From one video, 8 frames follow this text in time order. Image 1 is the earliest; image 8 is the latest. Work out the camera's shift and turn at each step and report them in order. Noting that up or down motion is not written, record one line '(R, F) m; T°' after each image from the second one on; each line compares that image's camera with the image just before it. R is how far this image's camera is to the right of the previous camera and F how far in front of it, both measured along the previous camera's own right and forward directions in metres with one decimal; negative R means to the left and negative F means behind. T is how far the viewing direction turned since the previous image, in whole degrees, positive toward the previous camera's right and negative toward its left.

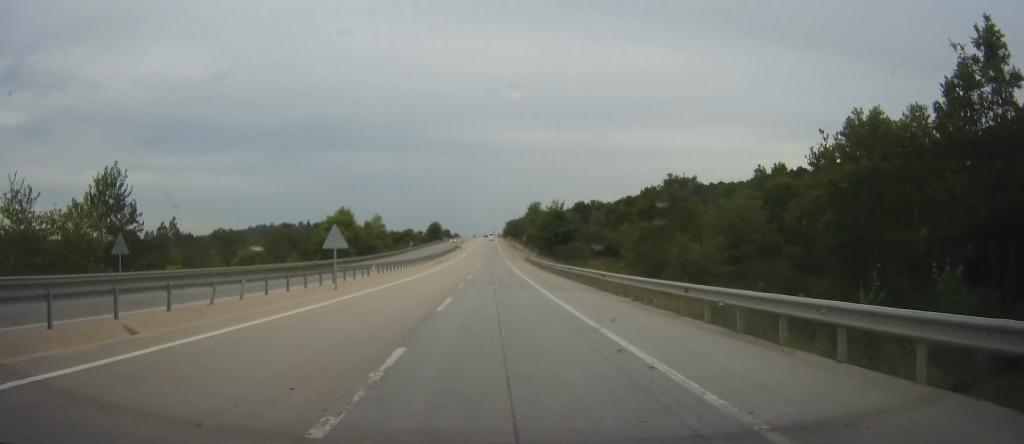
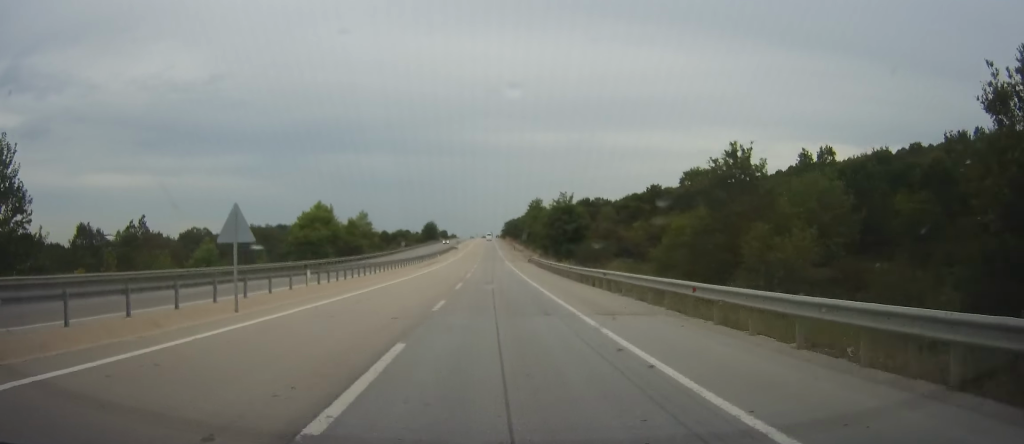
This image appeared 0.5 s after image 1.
(+0.3, +12.1) m; +1°
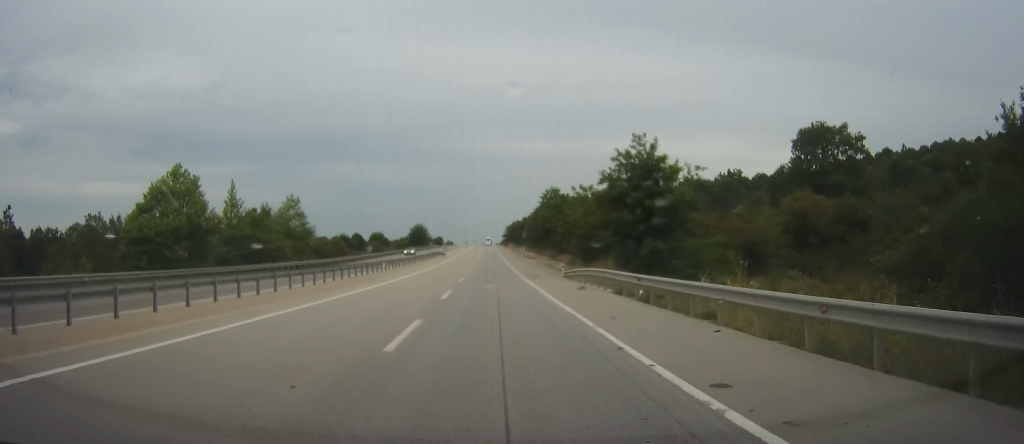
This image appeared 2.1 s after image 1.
(+0.2, +42.4) m; 0°
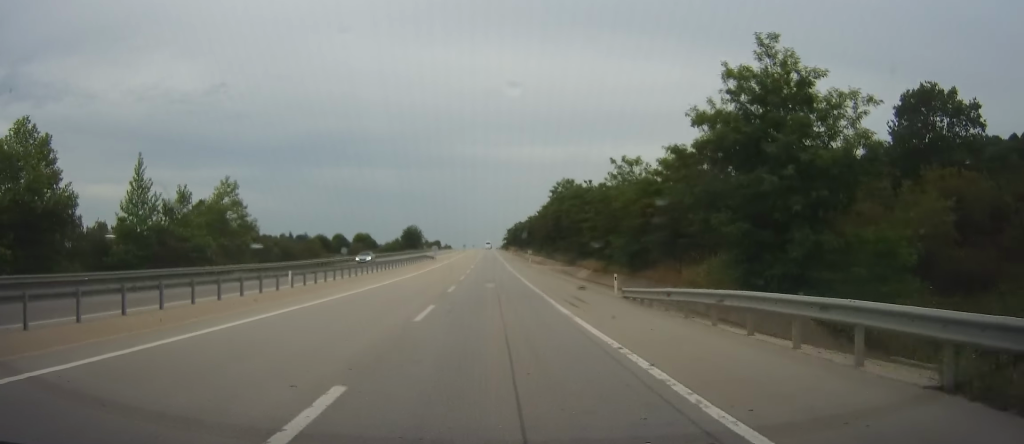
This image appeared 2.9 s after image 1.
(+0.1, +19.7) m; 0°
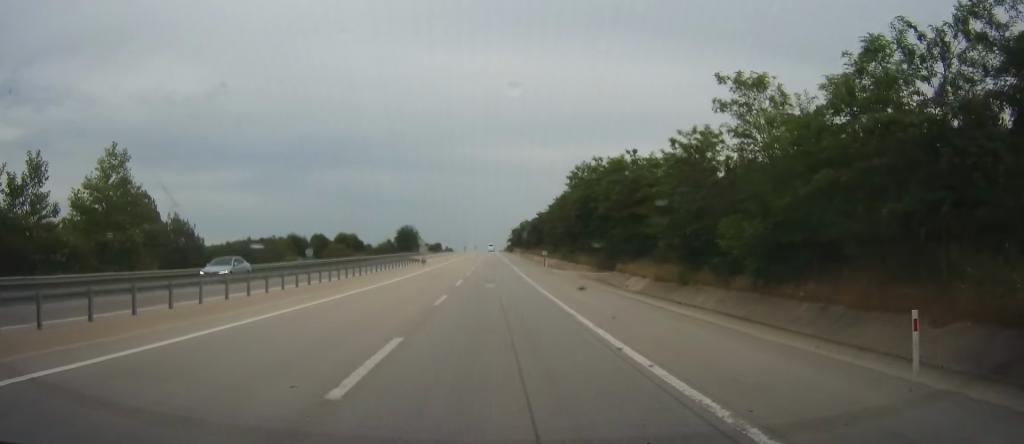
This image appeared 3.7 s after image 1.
(0.0, +20.1) m; 0°
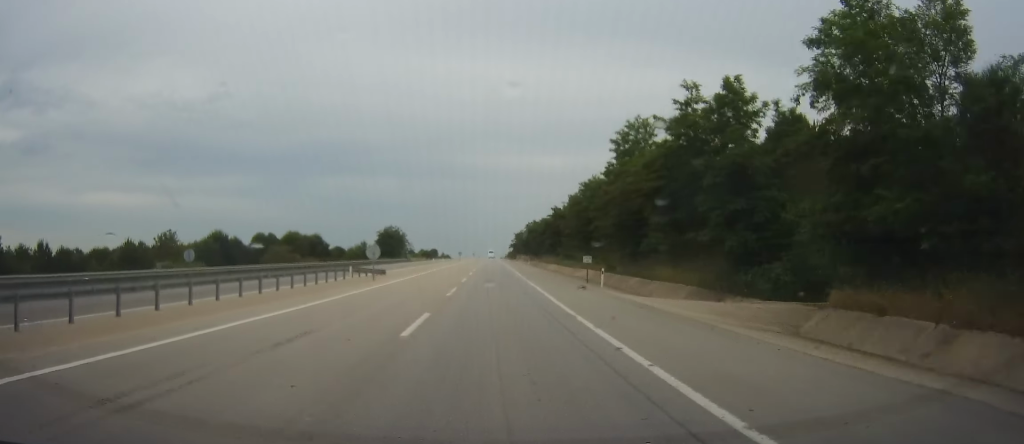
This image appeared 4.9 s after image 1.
(-0.2, +30.8) m; -2°
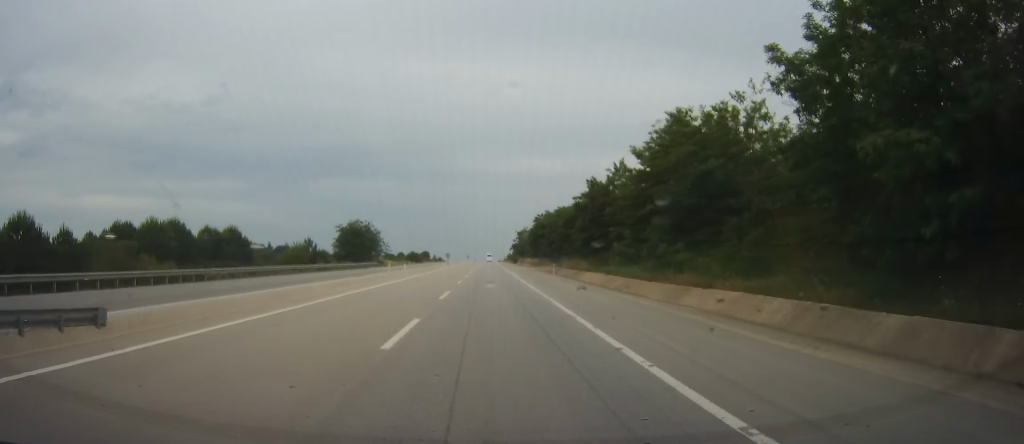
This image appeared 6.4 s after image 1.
(-0.4, +37.4) m; -1°
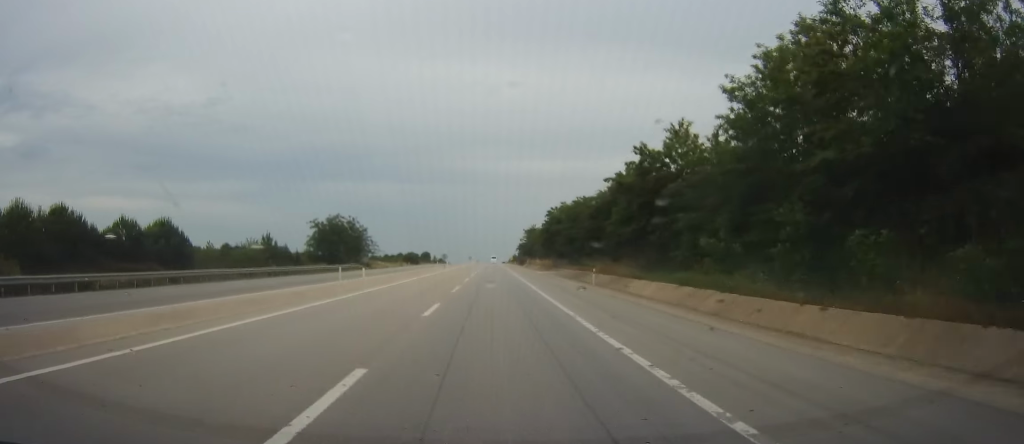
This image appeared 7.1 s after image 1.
(0.0, +18.4) m; 0°
